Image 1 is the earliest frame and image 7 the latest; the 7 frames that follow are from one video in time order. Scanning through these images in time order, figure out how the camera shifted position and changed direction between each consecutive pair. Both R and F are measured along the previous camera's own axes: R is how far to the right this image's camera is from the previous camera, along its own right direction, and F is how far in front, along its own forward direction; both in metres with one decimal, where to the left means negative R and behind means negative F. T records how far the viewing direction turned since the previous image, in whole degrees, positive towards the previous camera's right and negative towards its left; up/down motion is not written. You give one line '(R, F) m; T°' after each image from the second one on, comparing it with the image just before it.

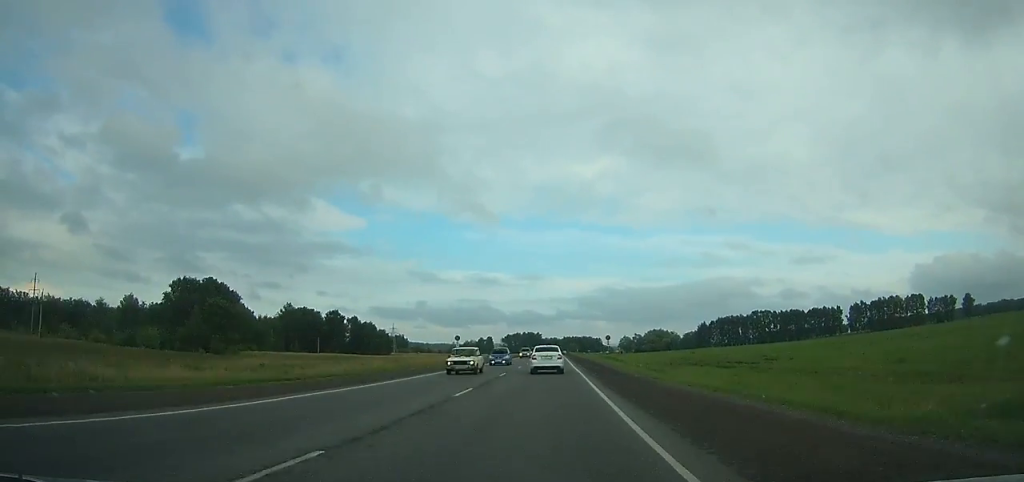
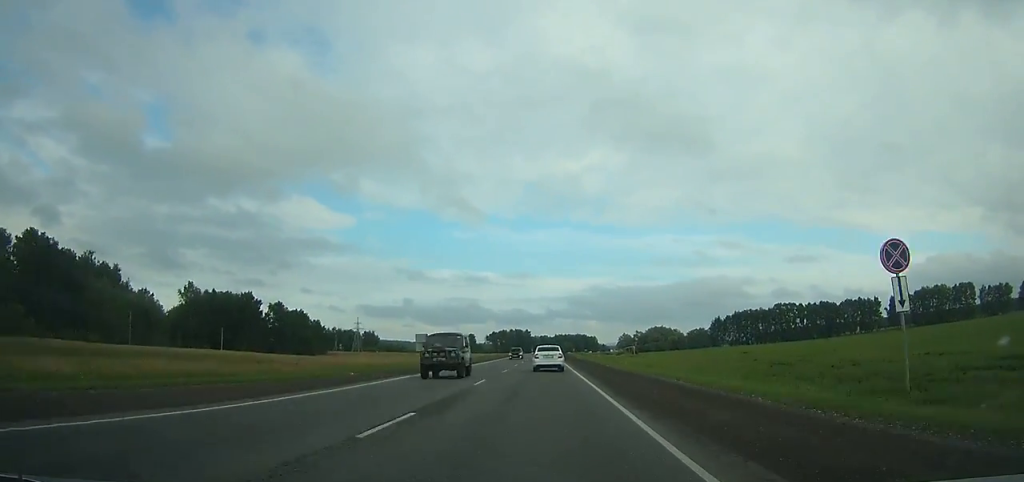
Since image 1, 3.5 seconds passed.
(-0.1, +68.6) m; 0°
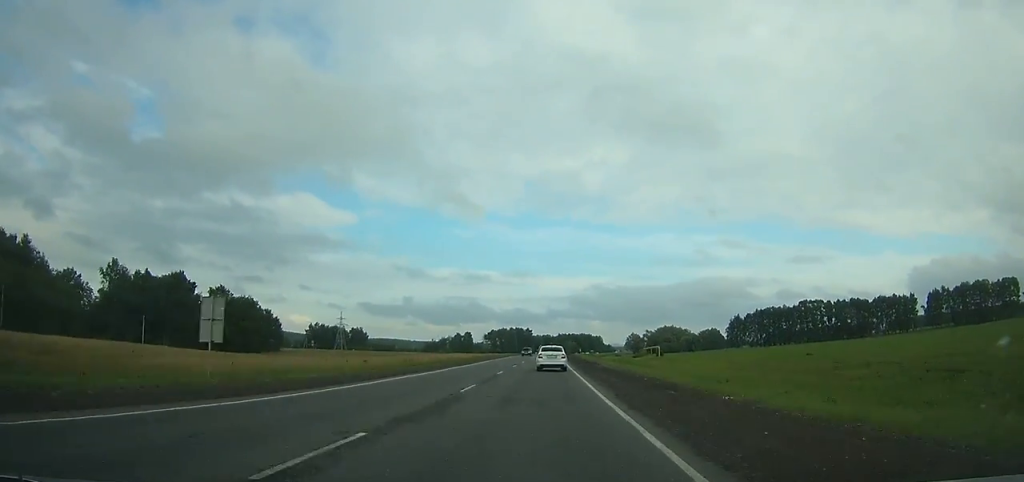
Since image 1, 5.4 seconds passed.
(+0.1, +37.3) m; 0°
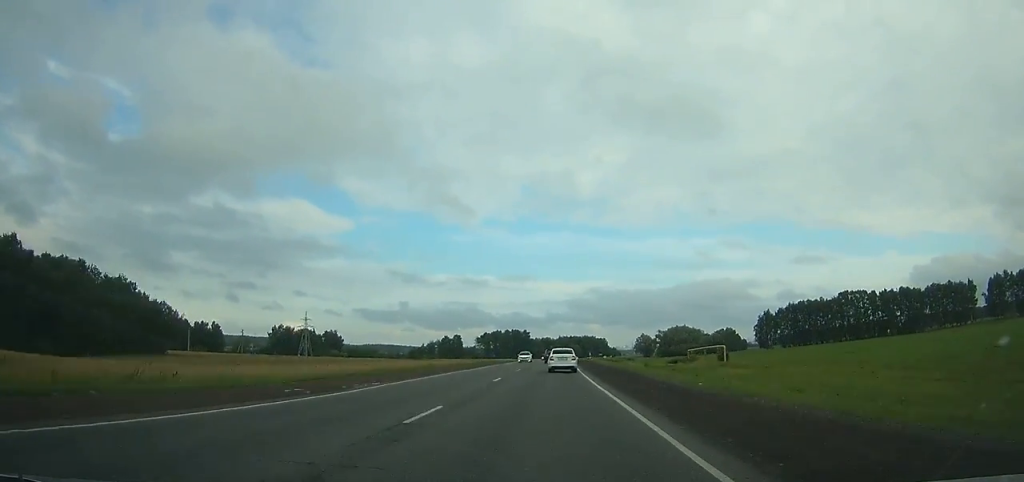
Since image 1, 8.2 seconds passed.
(-0.1, +55.4) m; 0°
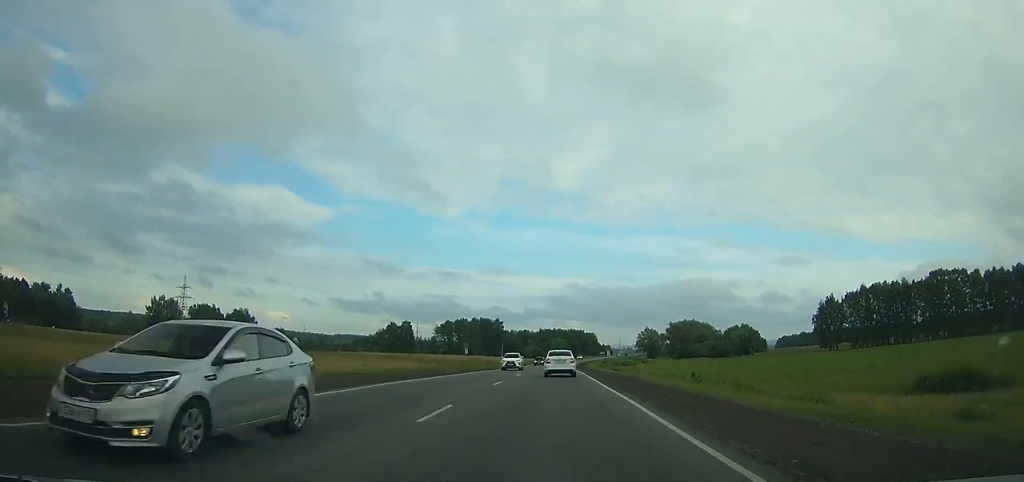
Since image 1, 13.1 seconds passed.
(+1.5, +98.4) m; +2°
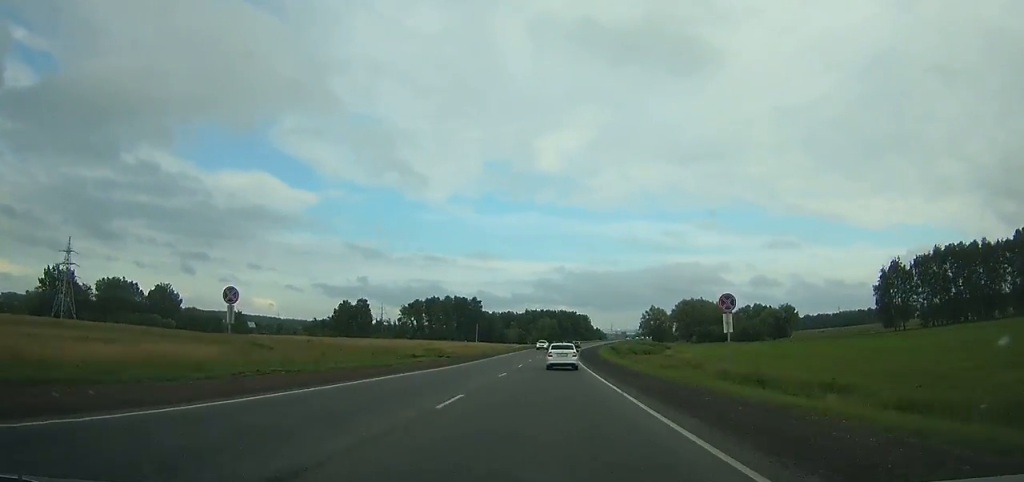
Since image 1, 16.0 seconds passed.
(+0.7, +58.9) m; +1°
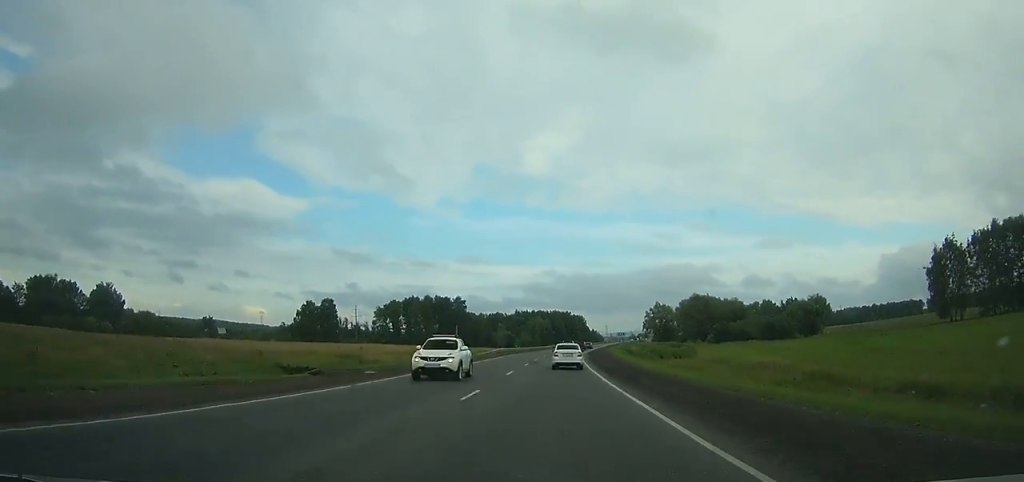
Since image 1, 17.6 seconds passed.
(+0.2, +32.8) m; +1°
